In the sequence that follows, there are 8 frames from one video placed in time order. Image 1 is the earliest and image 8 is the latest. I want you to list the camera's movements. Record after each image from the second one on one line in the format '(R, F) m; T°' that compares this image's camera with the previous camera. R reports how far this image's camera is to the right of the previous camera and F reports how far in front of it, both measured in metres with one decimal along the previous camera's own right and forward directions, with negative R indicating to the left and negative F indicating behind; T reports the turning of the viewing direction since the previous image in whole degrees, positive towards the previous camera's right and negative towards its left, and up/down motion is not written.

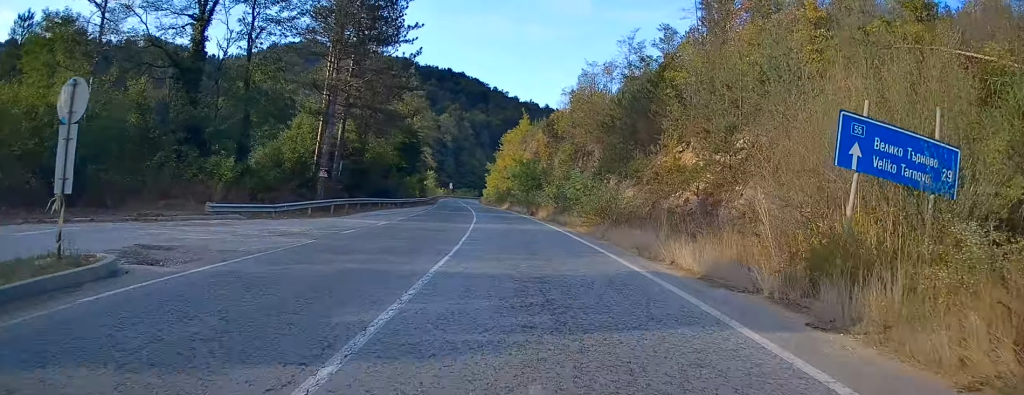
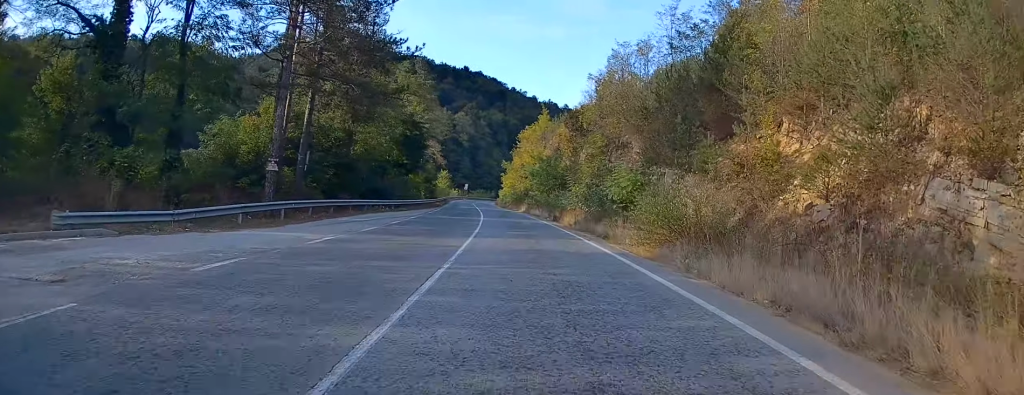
(0.0, +10.2) m; -1°
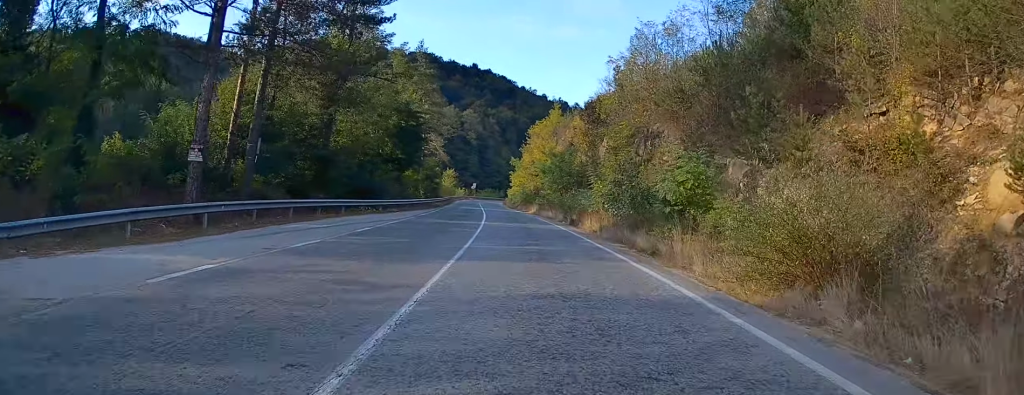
(-0.1, +7.5) m; -1°
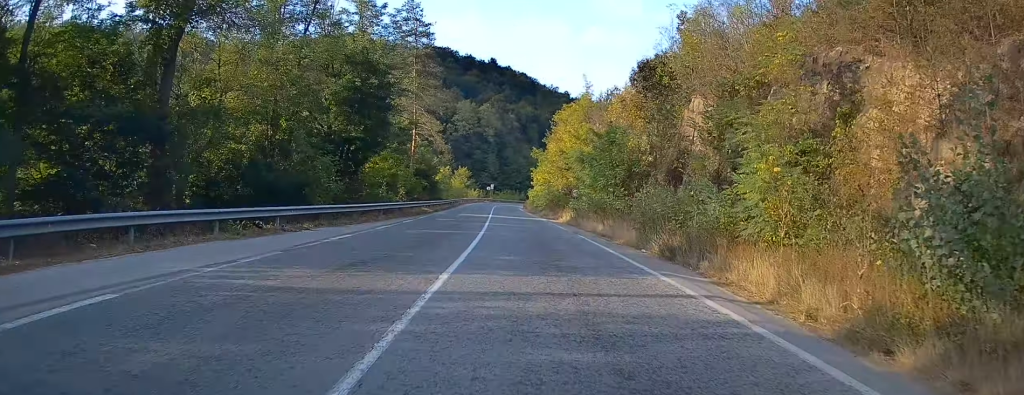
(-0.3, +21.3) m; -2°
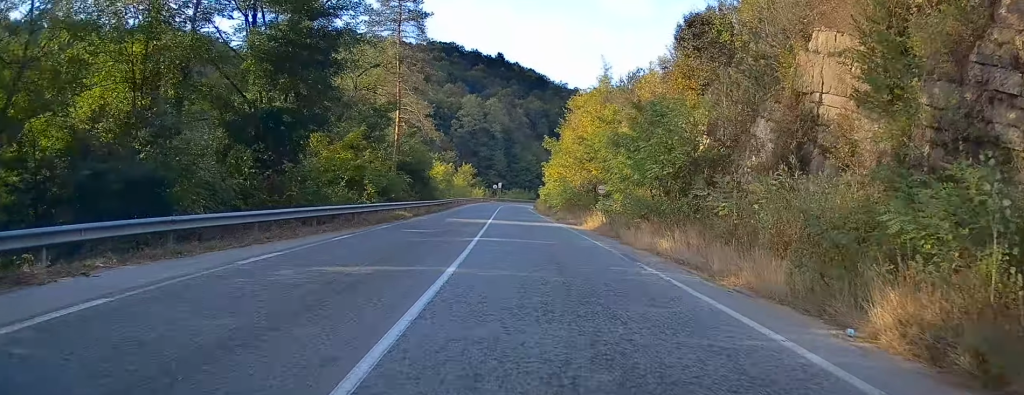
(-0.2, +12.1) m; -1°
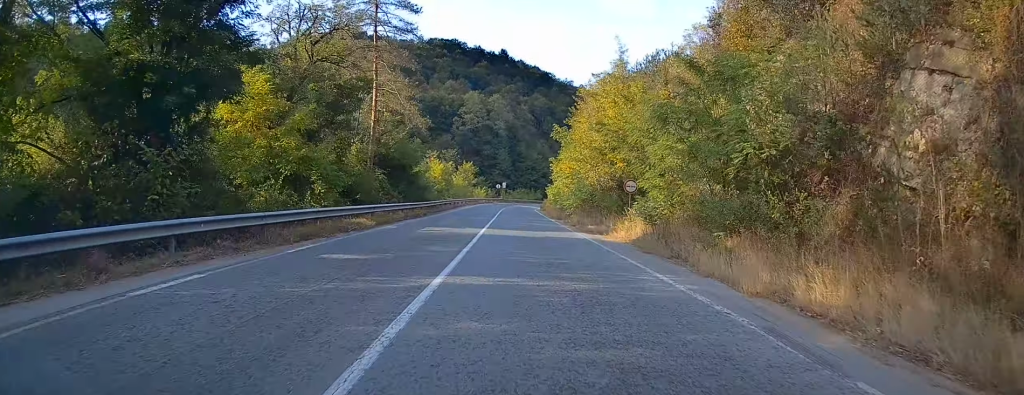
(-0.1, +9.4) m; -1°
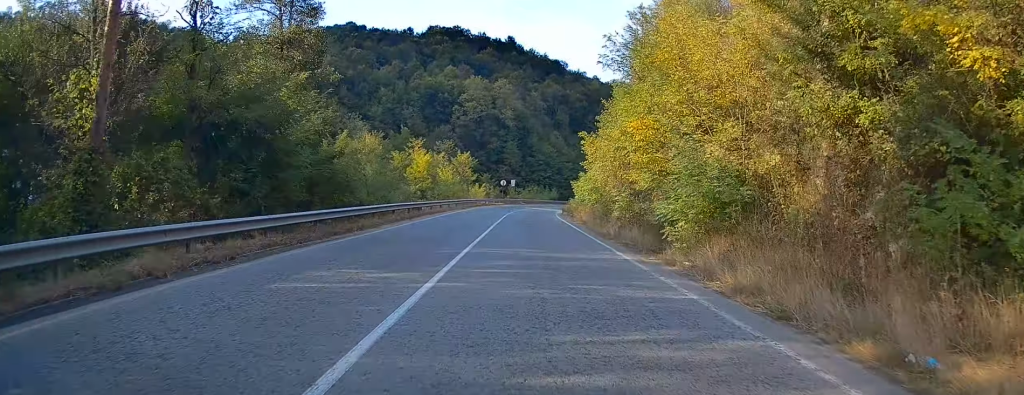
(-0.4, +27.4) m; -2°
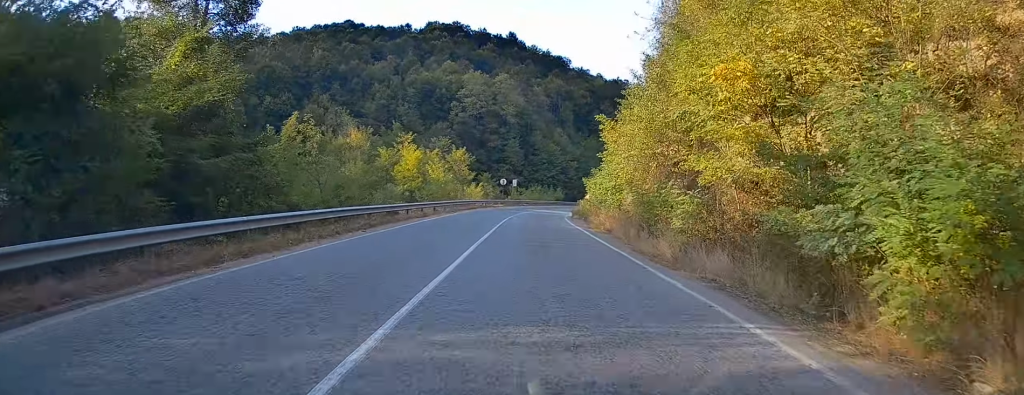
(0.0, +9.5) m; 0°
